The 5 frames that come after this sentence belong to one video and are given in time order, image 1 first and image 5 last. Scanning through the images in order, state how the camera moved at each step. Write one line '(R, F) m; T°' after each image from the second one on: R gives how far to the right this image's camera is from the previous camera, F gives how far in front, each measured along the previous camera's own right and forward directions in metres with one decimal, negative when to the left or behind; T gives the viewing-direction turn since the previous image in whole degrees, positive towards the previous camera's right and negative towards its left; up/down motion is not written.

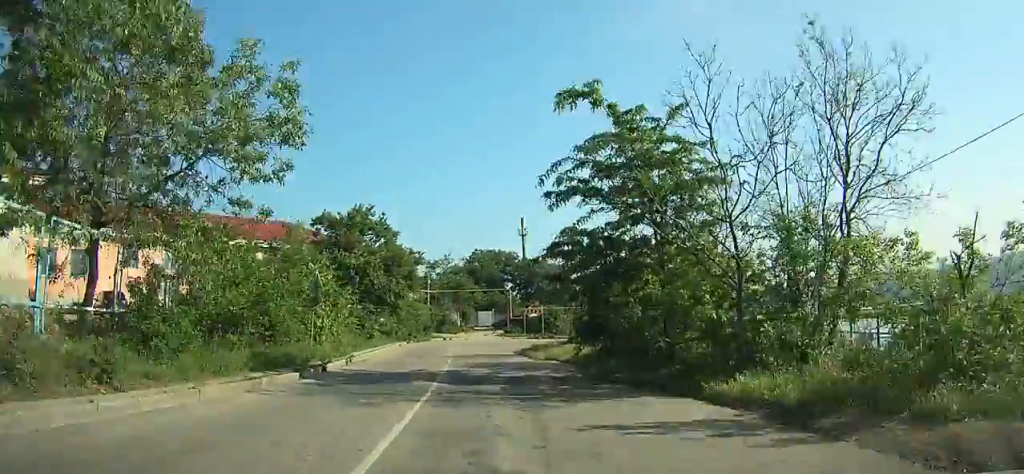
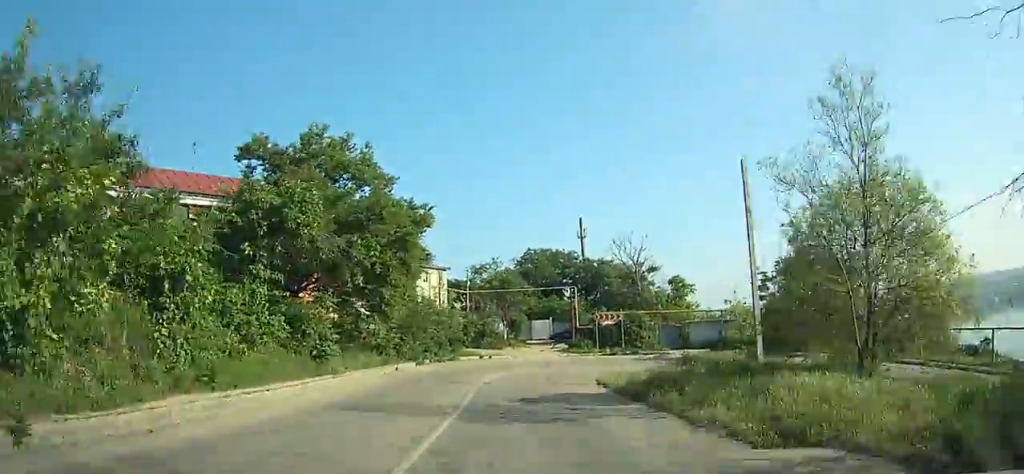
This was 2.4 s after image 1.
(+0.6, +20.8) m; +1°
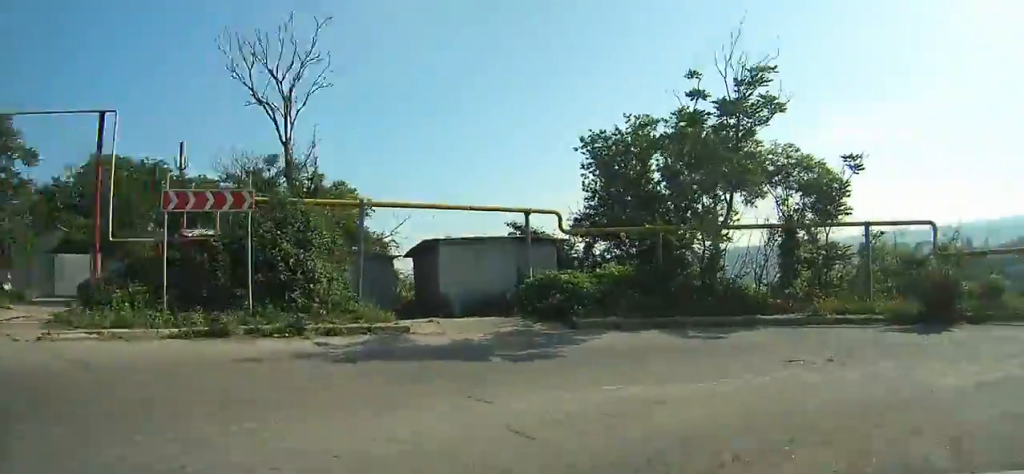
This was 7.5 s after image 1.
(+1.9, +35.8) m; +45°
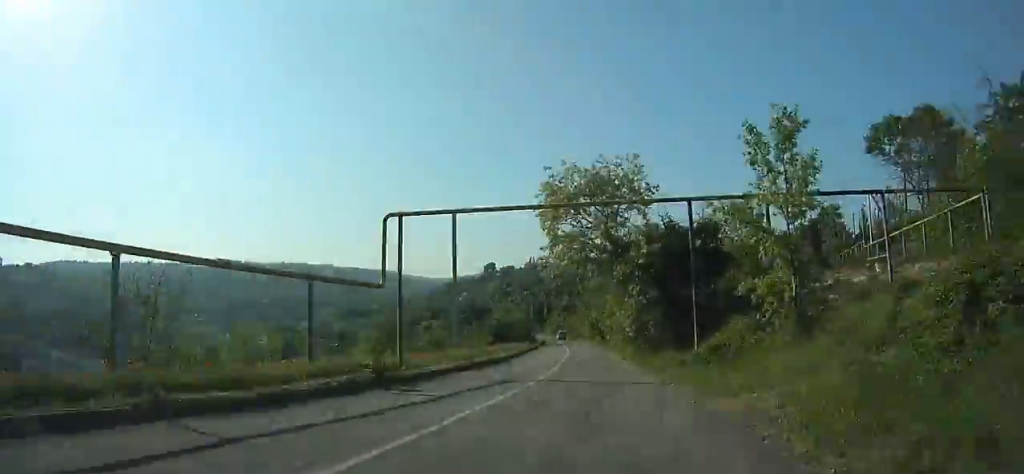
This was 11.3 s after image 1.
(+14.7, +7.4) m; +98°
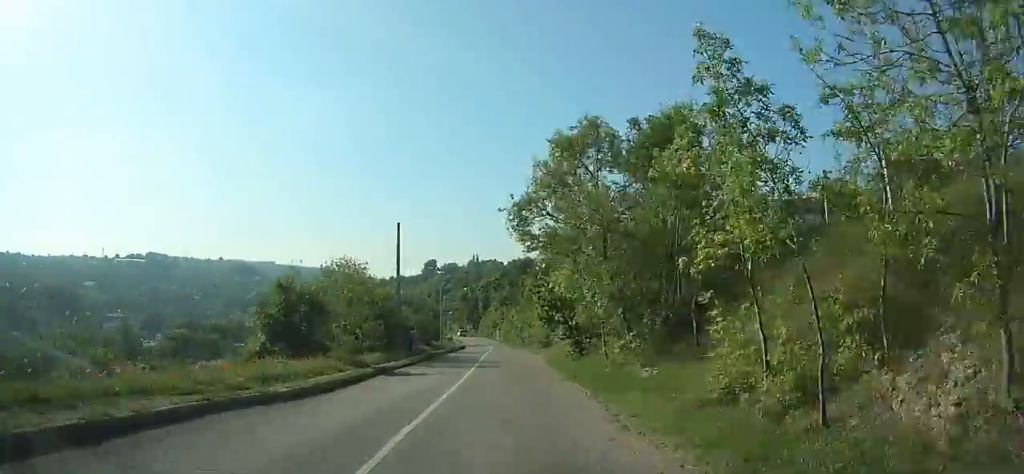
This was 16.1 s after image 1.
(+11.7, +41.0) m; +16°
